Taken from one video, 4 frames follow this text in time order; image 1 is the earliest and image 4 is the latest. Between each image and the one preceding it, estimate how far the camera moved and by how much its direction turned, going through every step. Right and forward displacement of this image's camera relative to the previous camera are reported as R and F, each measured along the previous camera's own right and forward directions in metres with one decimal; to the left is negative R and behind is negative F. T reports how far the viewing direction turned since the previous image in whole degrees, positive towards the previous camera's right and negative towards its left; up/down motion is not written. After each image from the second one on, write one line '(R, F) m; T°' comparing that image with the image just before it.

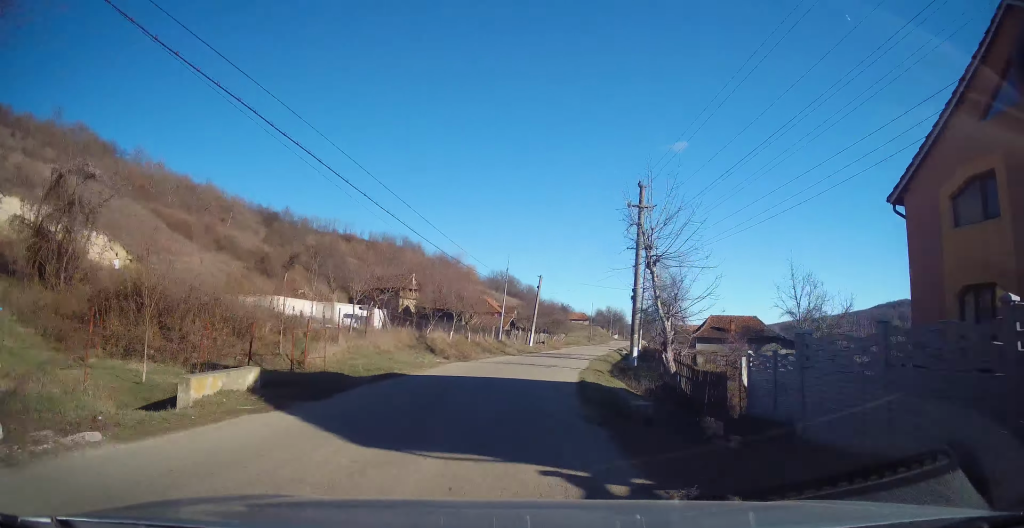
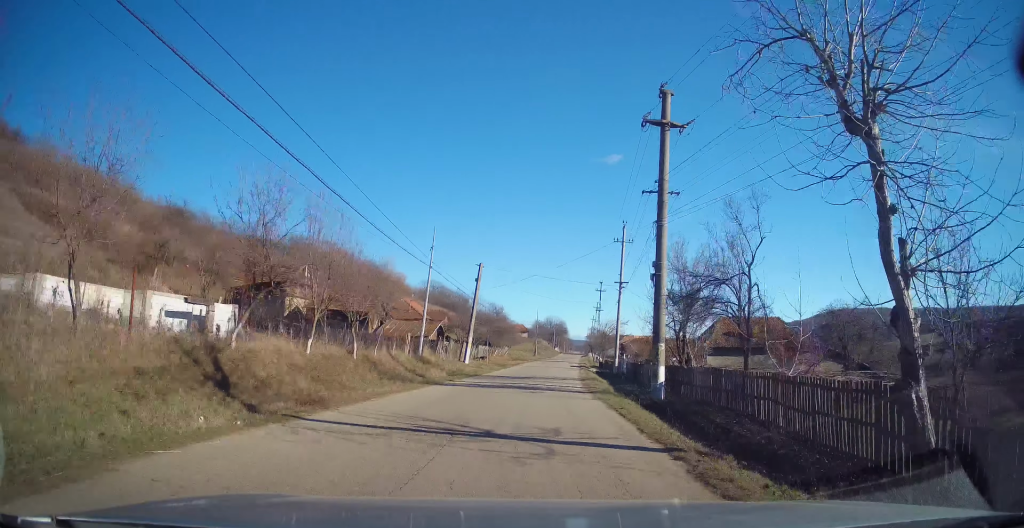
(+0.1, +16.7) m; +5°
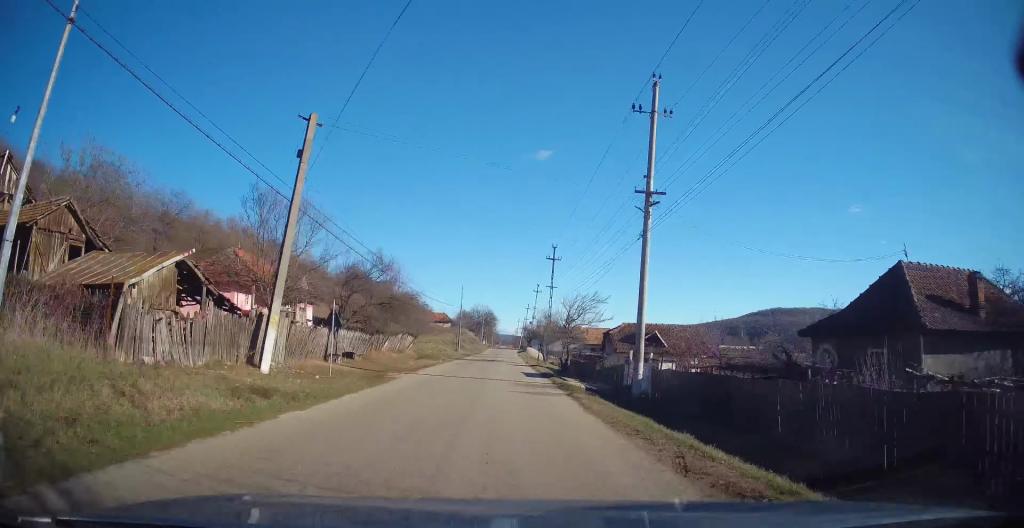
(+2.7, +24.6) m; +10°
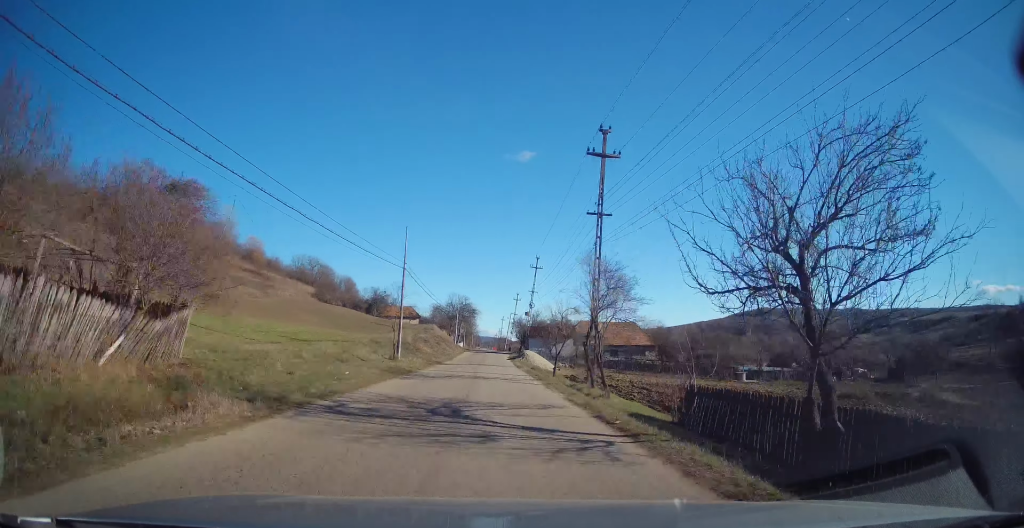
(0.0, +32.1) m; 0°
